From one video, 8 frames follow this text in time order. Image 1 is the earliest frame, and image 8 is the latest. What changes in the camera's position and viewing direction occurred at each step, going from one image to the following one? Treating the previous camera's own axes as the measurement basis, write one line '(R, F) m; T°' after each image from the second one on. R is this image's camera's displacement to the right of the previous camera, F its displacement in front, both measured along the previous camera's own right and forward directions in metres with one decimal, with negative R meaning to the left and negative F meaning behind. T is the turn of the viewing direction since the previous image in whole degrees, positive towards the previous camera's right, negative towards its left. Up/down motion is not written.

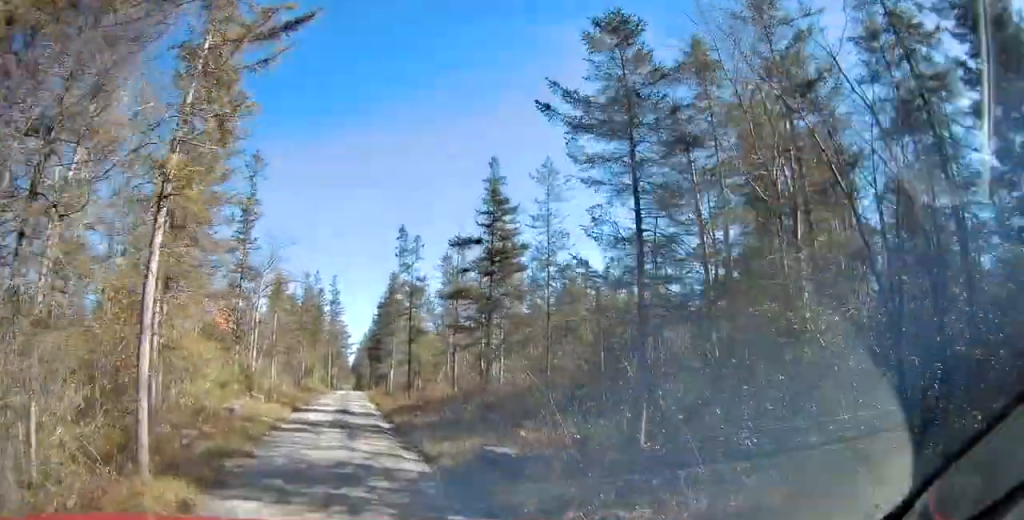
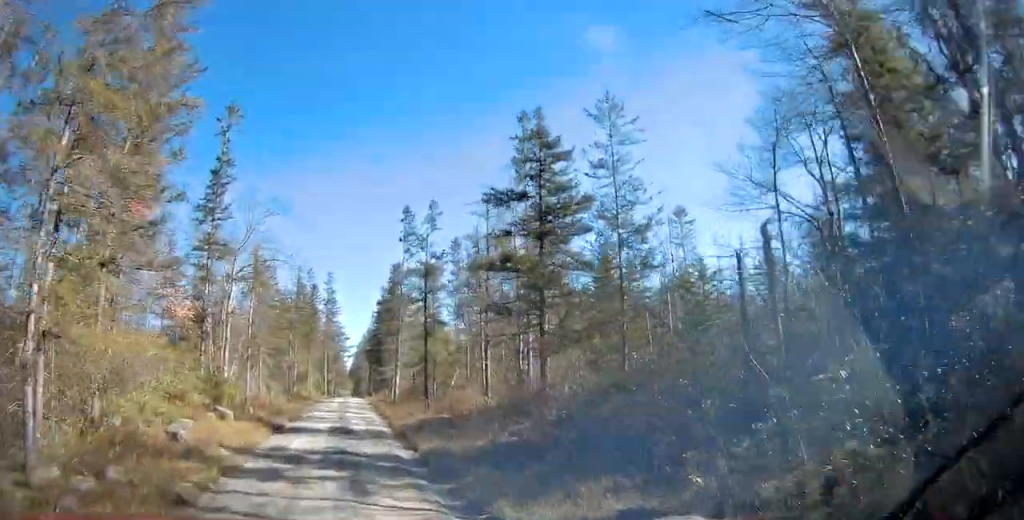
(+0.1, +7.2) m; 0°
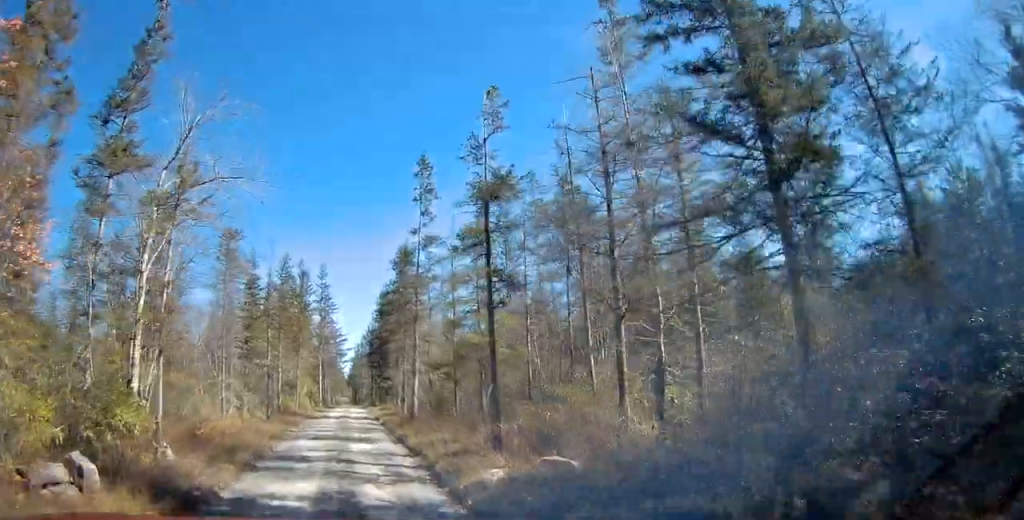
(-0.1, +11.1) m; +1°
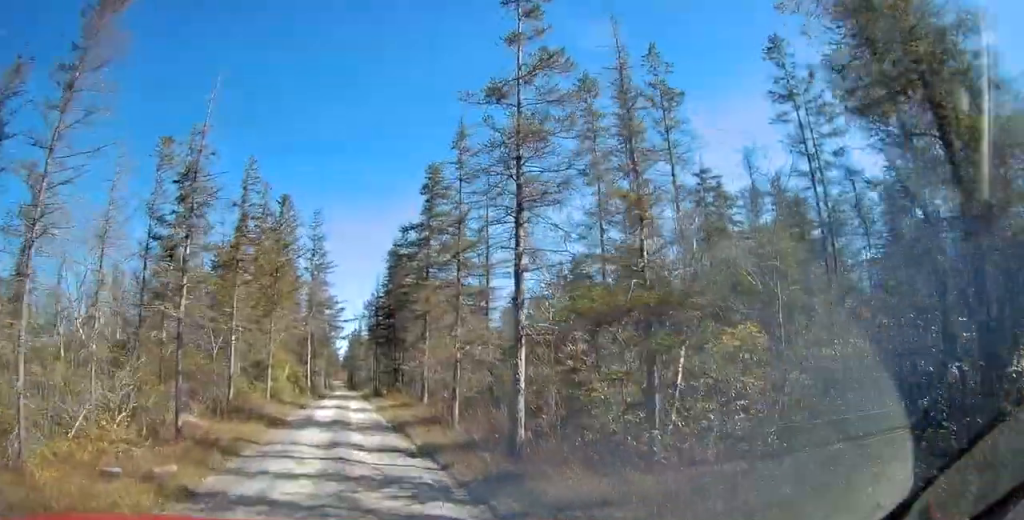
(+0.4, +17.7) m; +2°
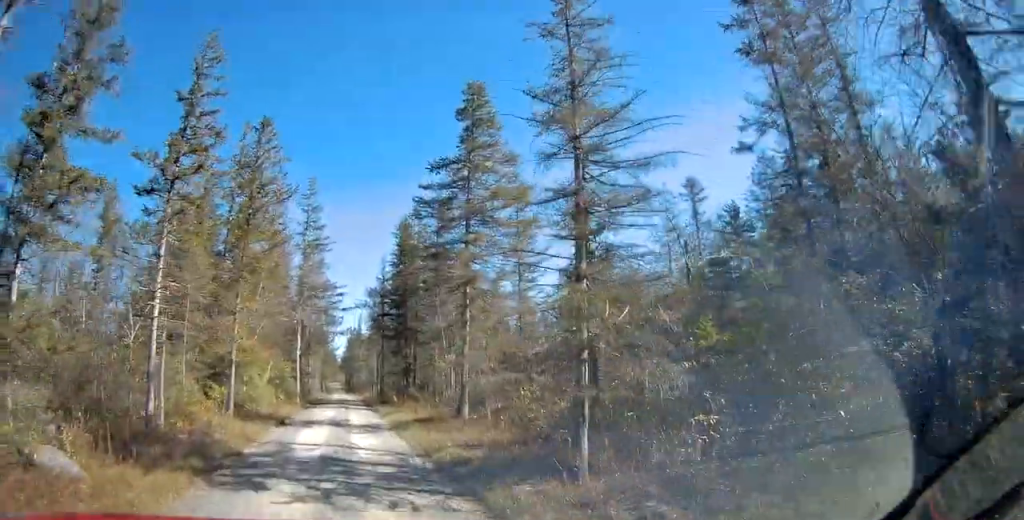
(0.0, +10.5) m; -2°
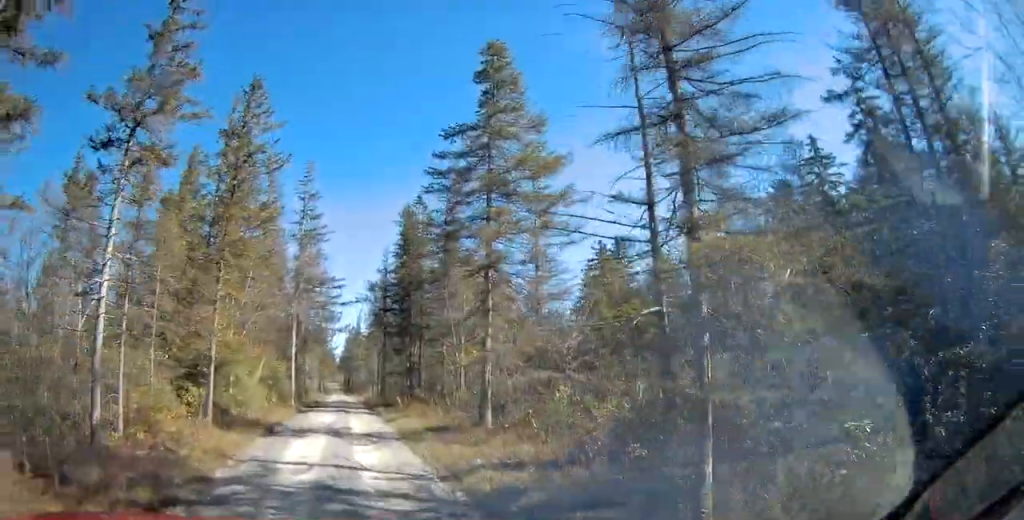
(-0.1, +3.5) m; -1°
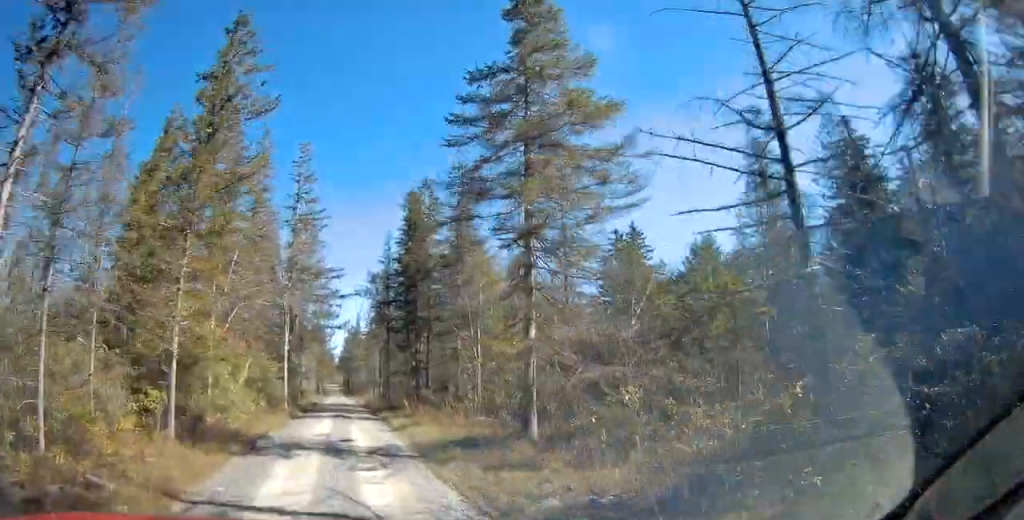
(-0.1, +4.4) m; 0°
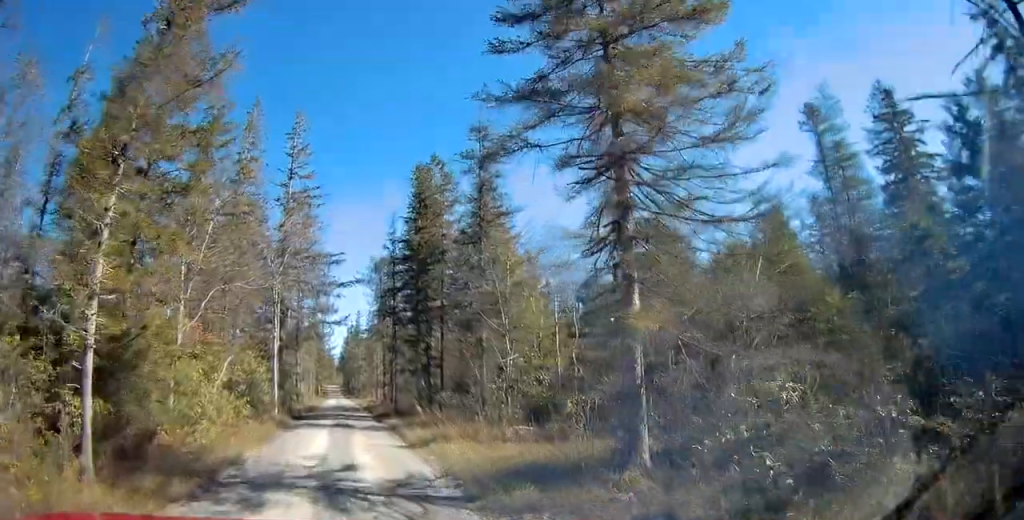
(0.0, +5.3) m; +1°
